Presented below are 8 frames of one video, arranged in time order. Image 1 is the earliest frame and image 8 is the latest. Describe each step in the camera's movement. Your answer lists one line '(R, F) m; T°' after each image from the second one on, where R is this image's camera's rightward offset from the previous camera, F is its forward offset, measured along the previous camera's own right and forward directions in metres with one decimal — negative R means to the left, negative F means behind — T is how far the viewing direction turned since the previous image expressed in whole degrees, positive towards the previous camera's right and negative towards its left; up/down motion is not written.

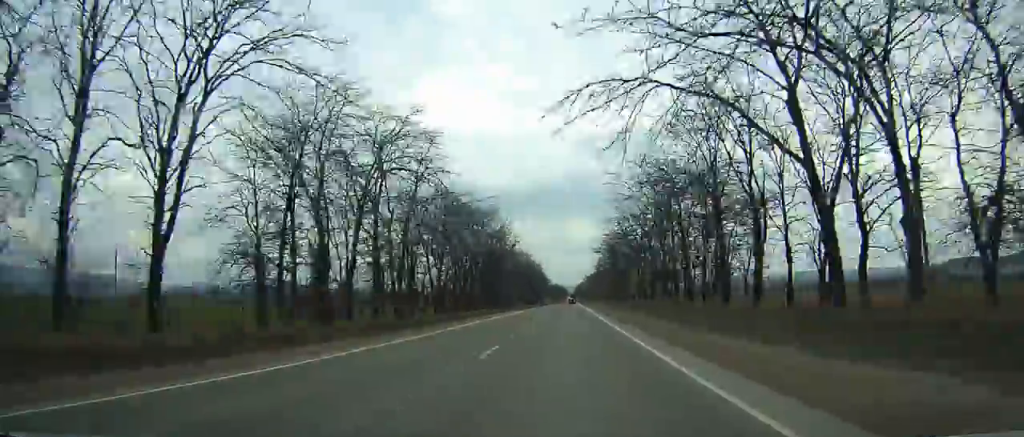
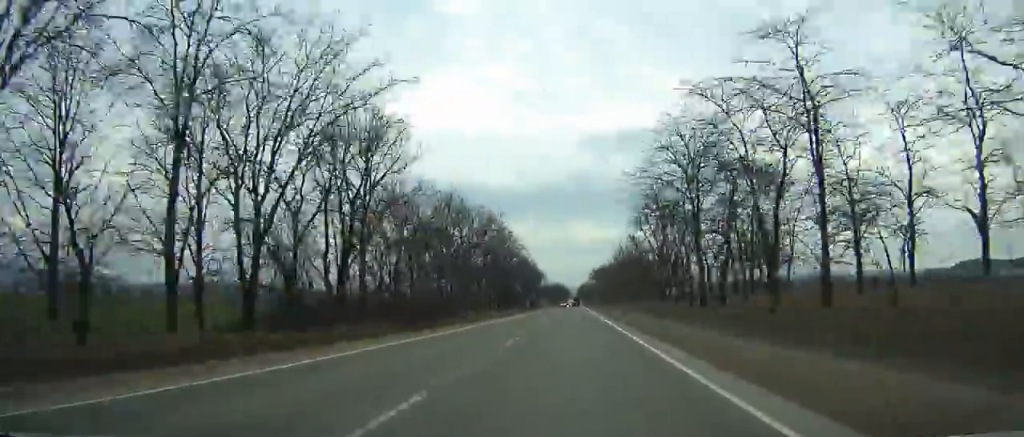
(0.0, +69.0) m; 0°
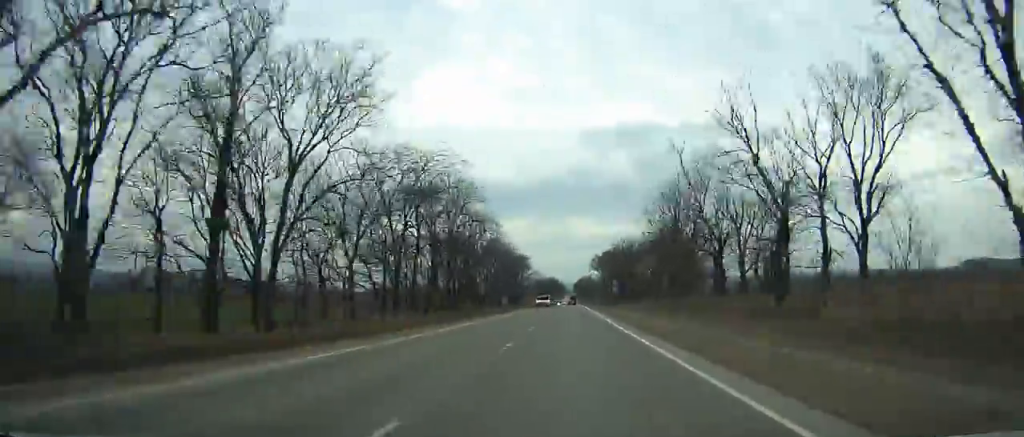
(0.0, +49.2) m; 0°
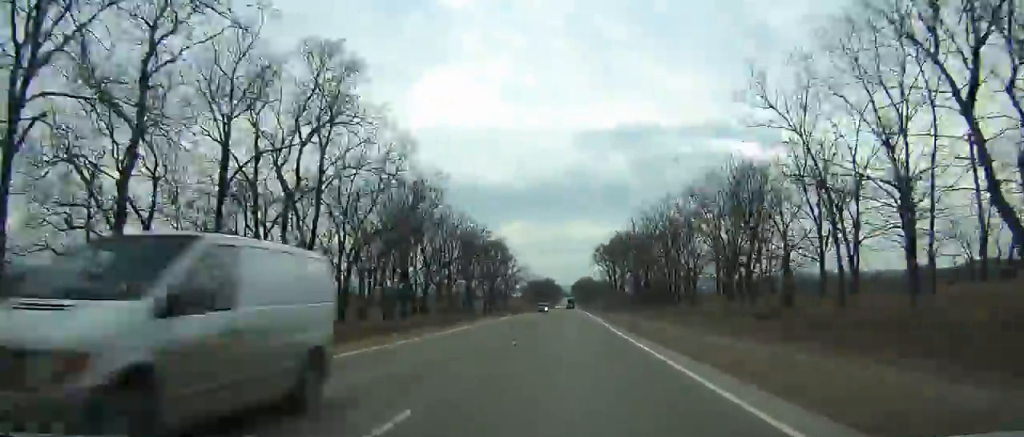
(0.0, +35.3) m; 0°
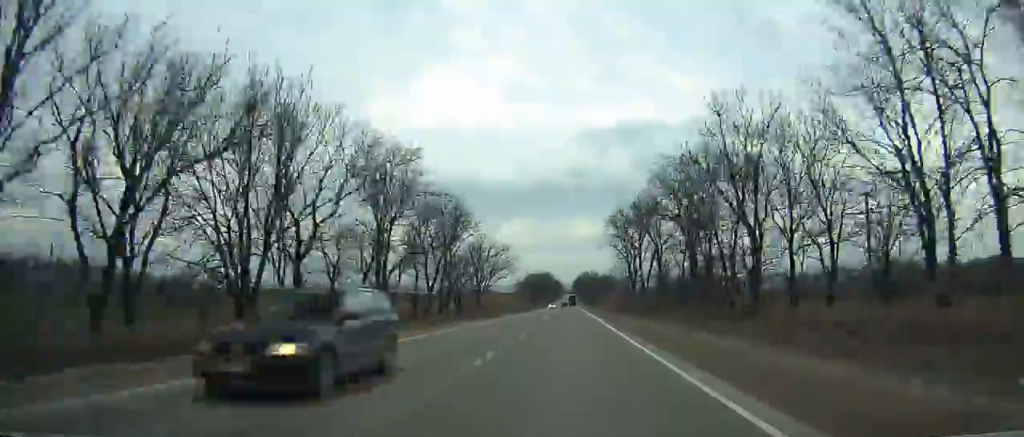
(0.0, +40.6) m; 0°
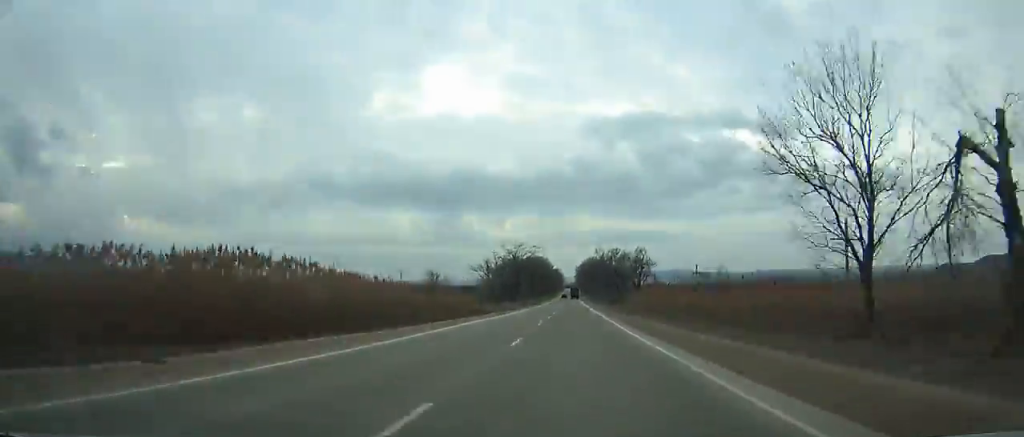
(+0.1, +91.6) m; 0°
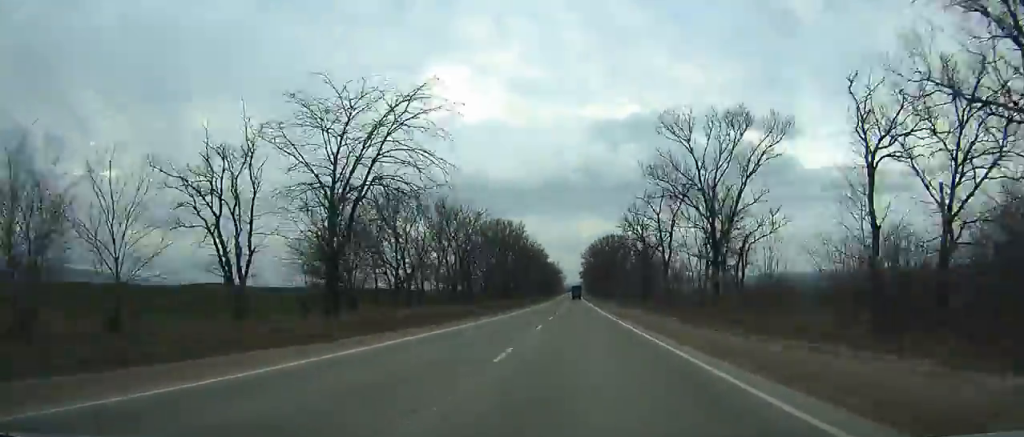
(0.0, +112.8) m; 0°
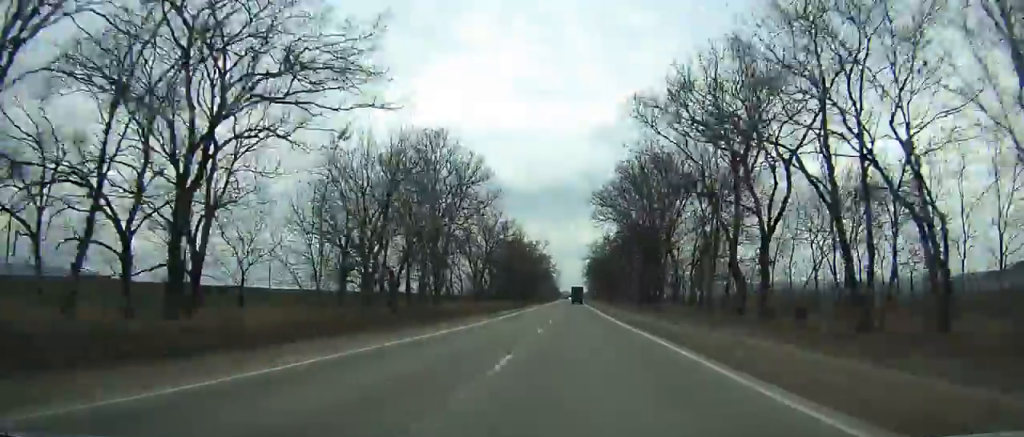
(+0.1, +109.0) m; 0°
